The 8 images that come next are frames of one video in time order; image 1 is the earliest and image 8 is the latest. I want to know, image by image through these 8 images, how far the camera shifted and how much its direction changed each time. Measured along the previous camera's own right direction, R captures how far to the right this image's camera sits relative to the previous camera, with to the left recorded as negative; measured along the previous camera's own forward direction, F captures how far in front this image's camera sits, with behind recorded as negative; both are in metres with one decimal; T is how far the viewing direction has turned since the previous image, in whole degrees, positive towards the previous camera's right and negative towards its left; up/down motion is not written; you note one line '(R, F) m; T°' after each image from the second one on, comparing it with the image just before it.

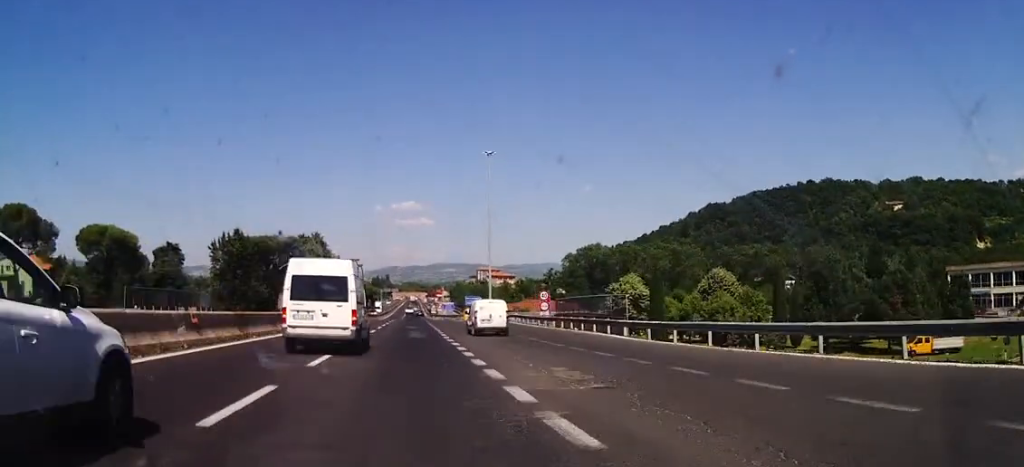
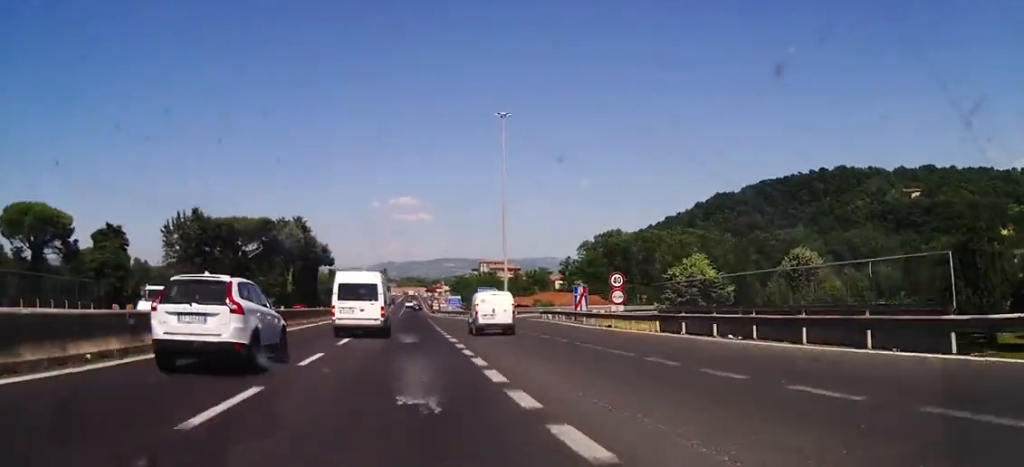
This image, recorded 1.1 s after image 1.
(+0.9, +22.9) m; +3°
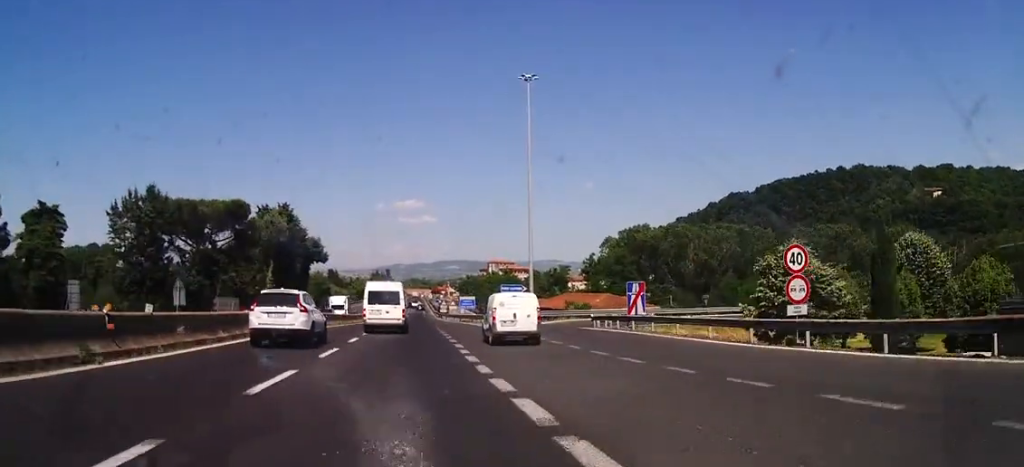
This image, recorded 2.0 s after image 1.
(0.0, +19.1) m; -1°
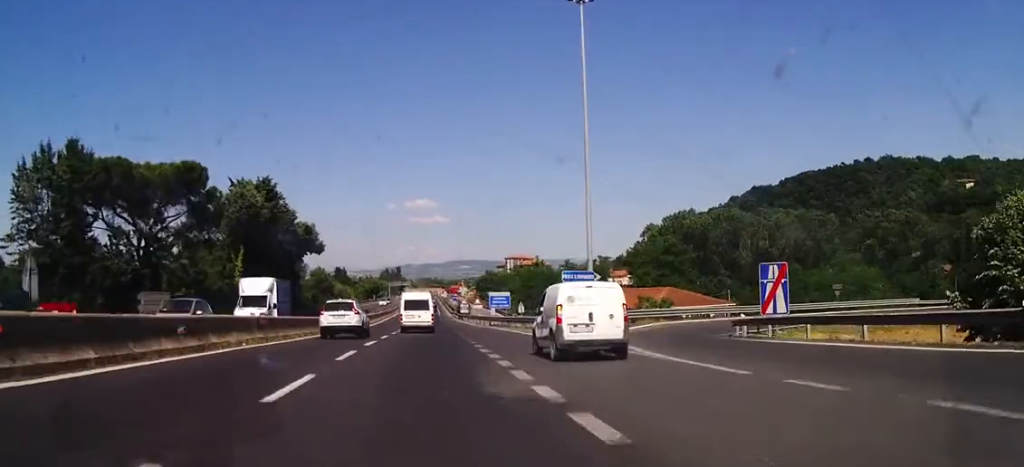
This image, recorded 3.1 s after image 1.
(-0.5, +23.2) m; 0°
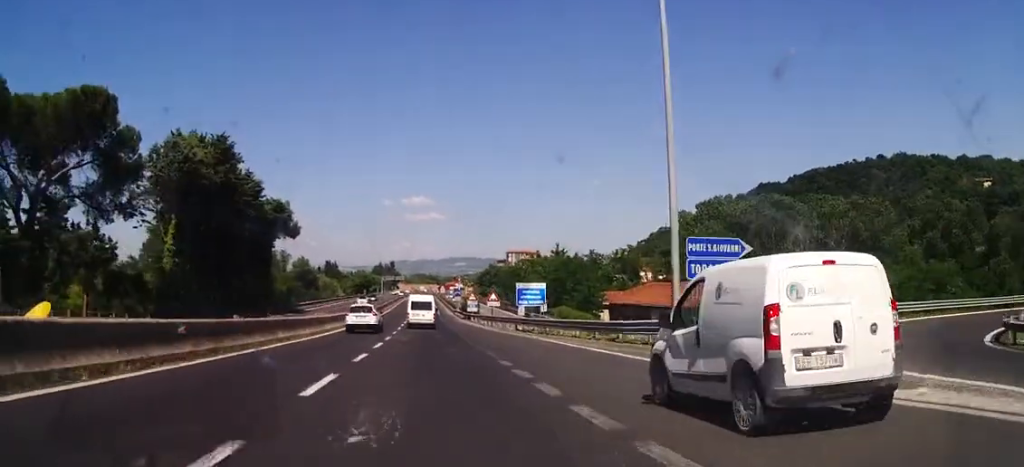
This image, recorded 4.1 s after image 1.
(+0.5, +21.0) m; 0°
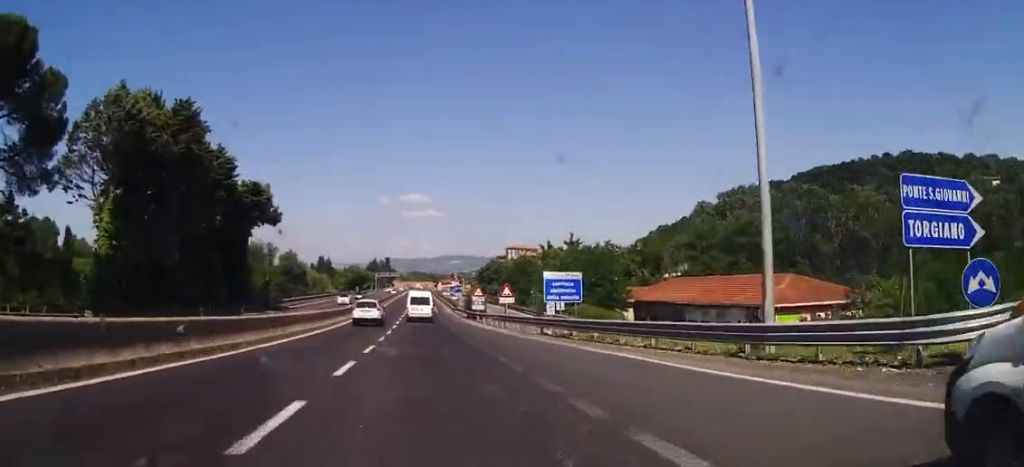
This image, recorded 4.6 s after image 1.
(-0.3, +11.2) m; 0°
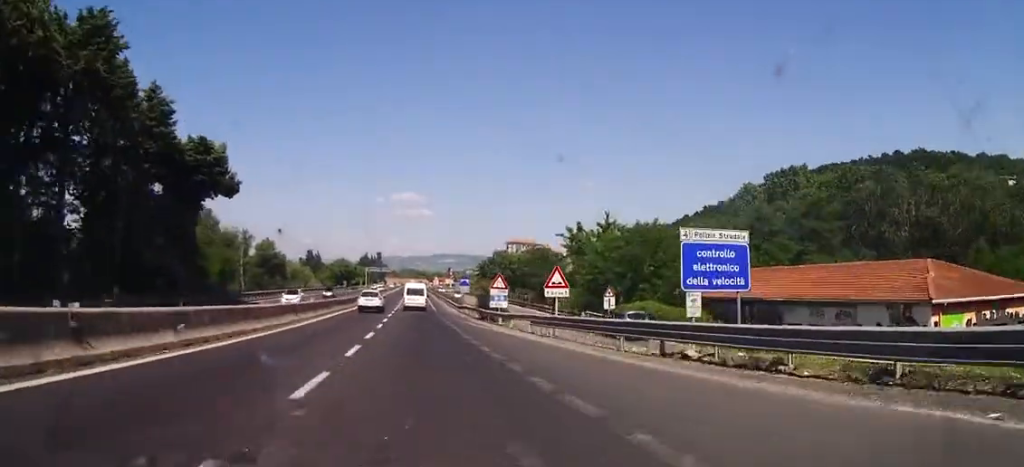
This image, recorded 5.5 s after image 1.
(0.0, +18.2) m; +1°
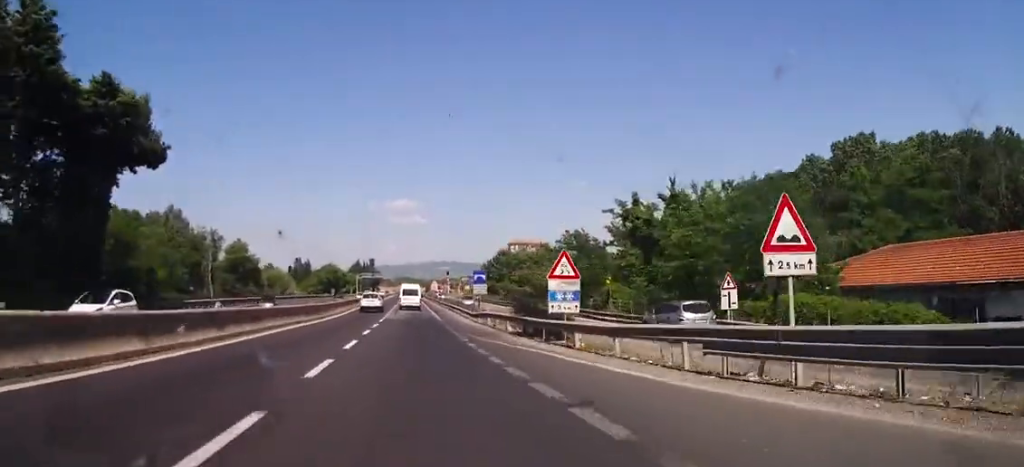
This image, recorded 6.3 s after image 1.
(+0.3, +18.4) m; 0°
